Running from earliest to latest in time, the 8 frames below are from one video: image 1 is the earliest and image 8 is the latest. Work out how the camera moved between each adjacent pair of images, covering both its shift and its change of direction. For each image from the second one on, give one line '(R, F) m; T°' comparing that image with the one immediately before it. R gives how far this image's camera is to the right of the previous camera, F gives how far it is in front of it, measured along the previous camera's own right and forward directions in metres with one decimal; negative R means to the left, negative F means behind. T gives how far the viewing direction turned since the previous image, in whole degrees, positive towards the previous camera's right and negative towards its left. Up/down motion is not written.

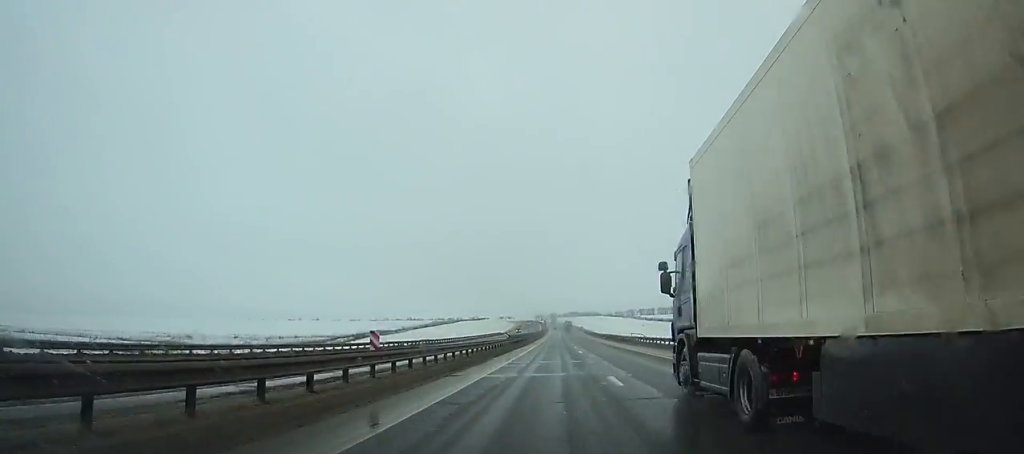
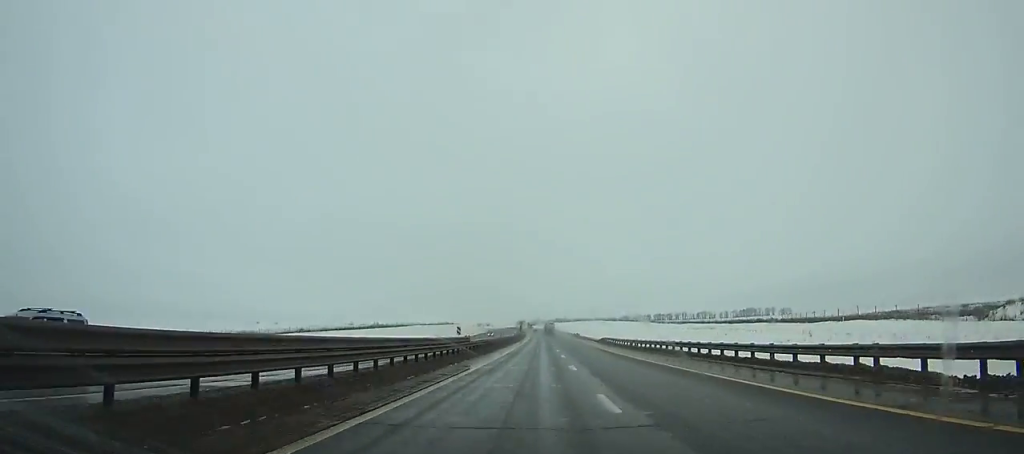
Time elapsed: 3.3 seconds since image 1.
(+0.6, +101.3) m; +1°
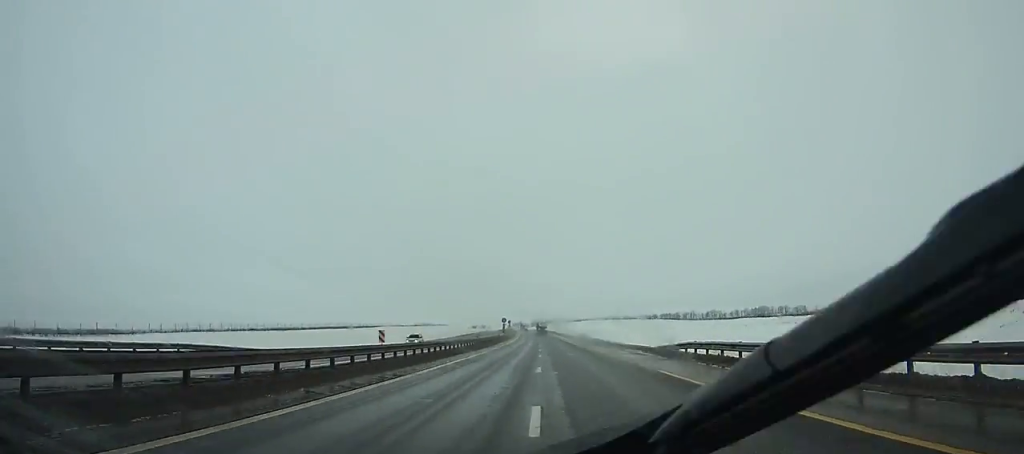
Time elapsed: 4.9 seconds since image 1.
(+0.1, +48.9) m; 0°
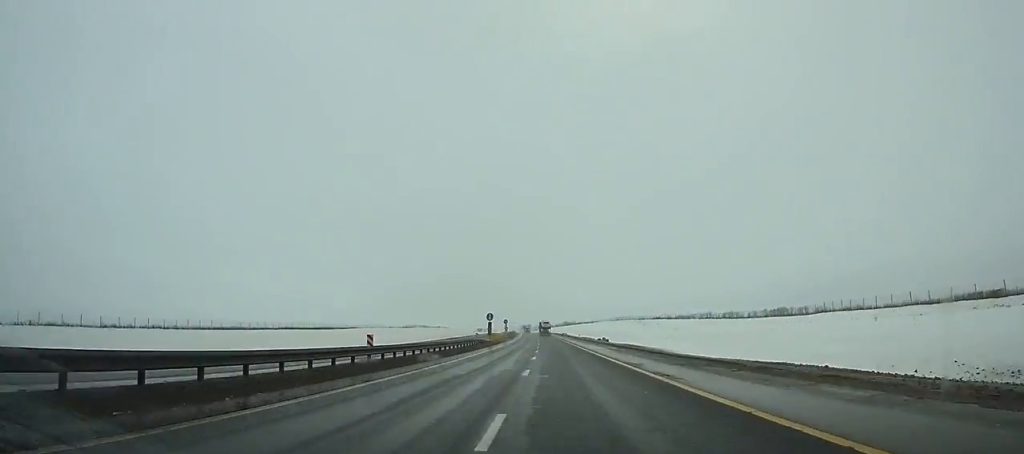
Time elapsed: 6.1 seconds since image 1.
(+0.4, +36.6) m; 0°
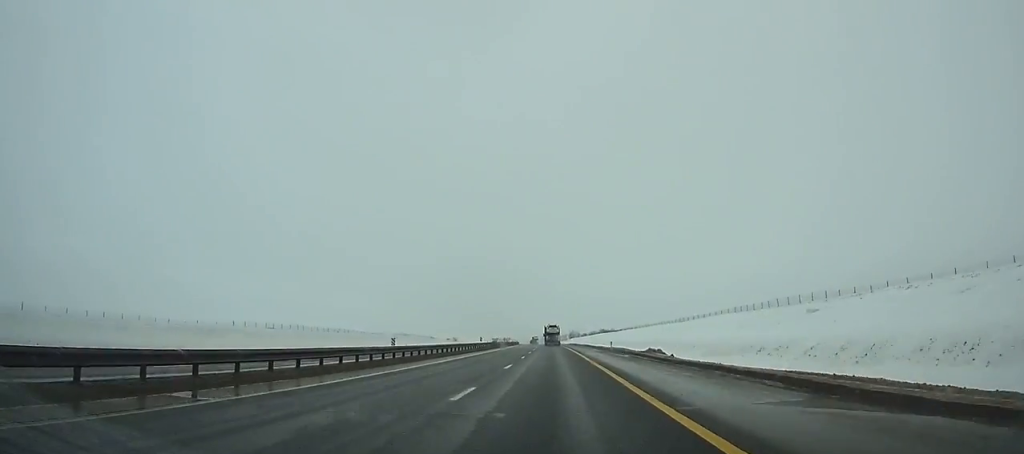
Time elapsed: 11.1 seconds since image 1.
(-4.3, +149.0) m; -3°
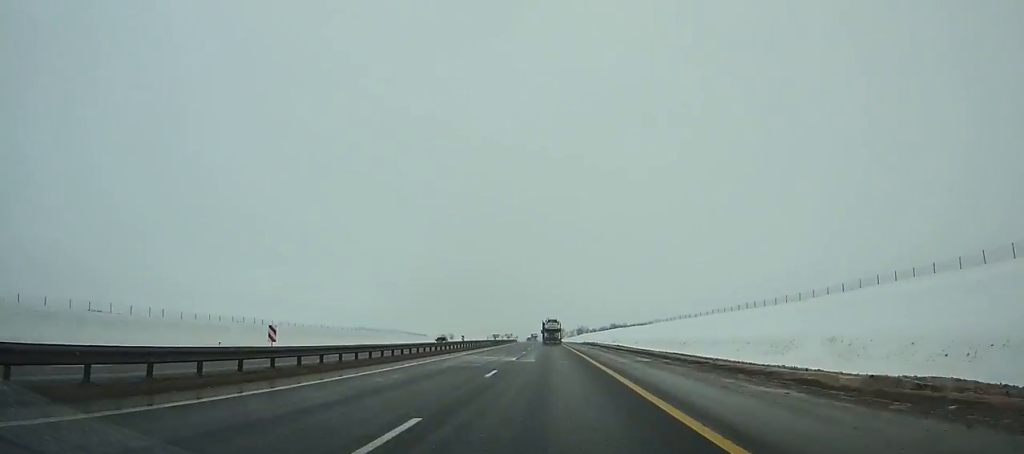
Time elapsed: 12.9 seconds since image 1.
(-0.4, +52.0) m; -1°
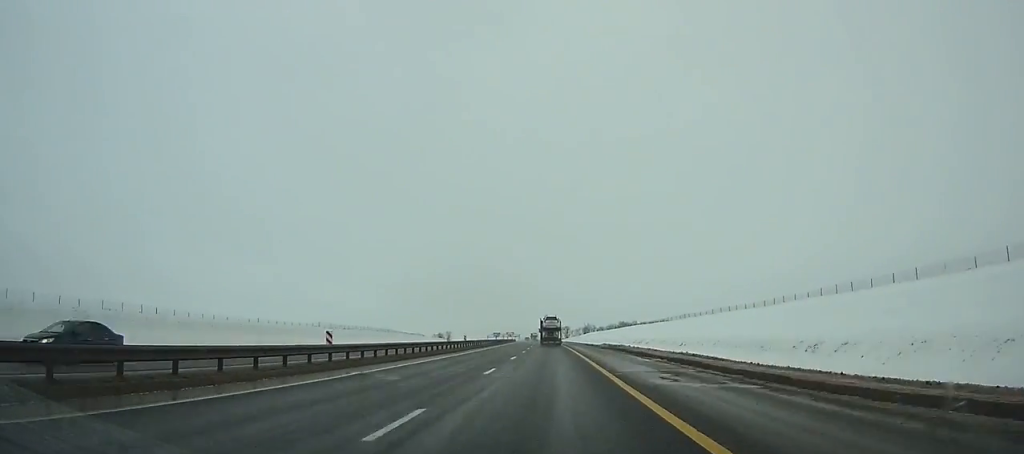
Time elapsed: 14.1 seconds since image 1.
(-0.2, +33.9) m; -1°
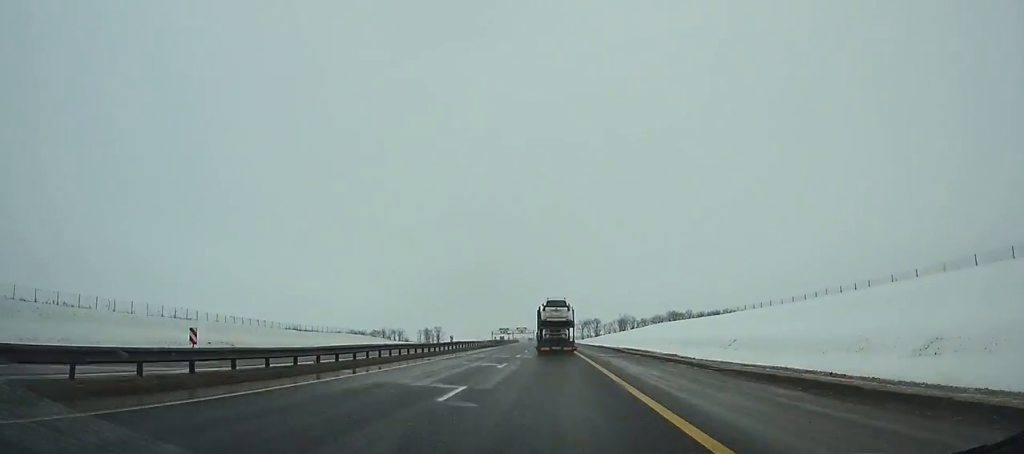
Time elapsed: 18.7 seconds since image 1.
(-2.3, +126.6) m; -3°
